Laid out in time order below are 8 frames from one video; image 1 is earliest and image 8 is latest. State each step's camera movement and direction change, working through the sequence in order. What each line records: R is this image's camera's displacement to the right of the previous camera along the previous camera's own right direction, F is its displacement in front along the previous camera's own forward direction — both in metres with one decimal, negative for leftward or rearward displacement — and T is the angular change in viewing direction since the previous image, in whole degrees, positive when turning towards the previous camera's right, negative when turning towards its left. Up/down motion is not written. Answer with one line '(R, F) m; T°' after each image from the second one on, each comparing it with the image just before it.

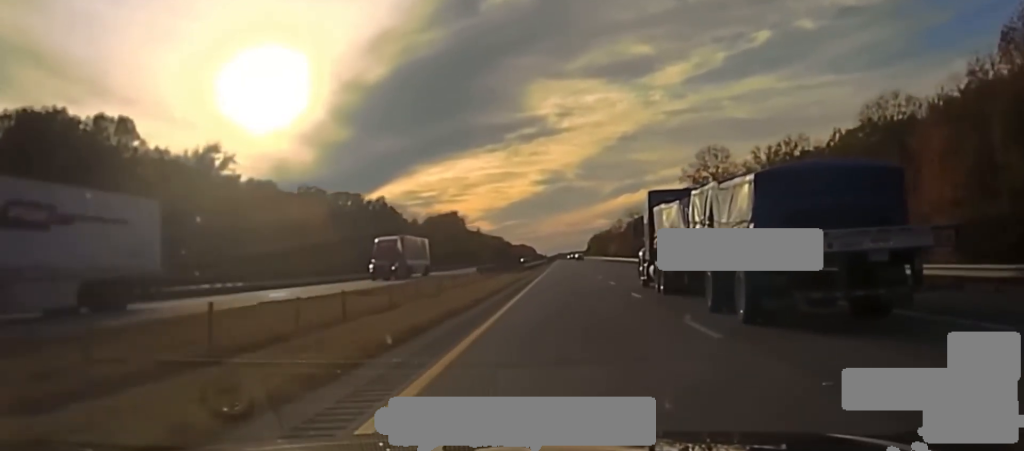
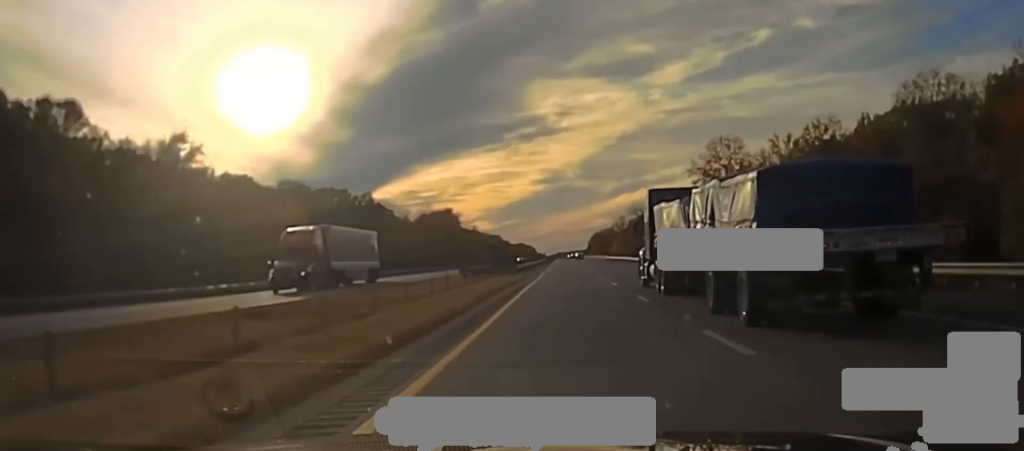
(0.0, +14.7) m; 0°
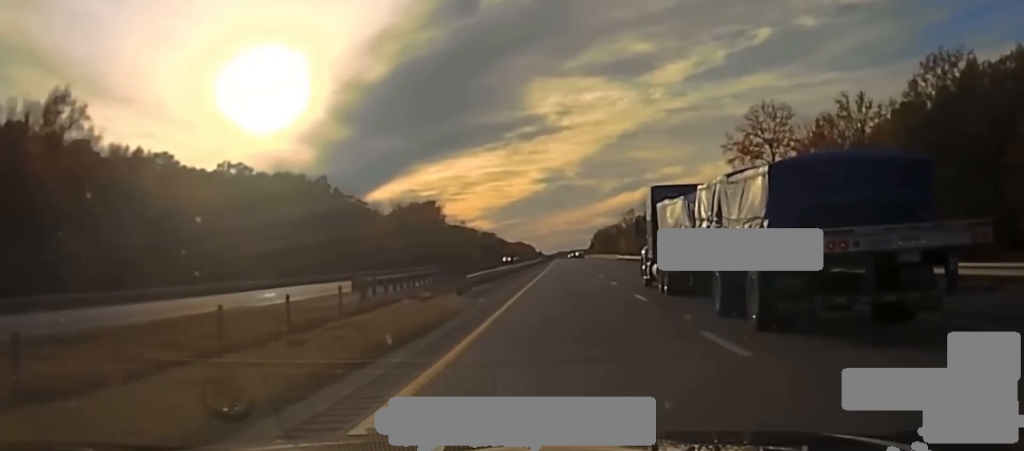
(-0.2, +35.9) m; 0°
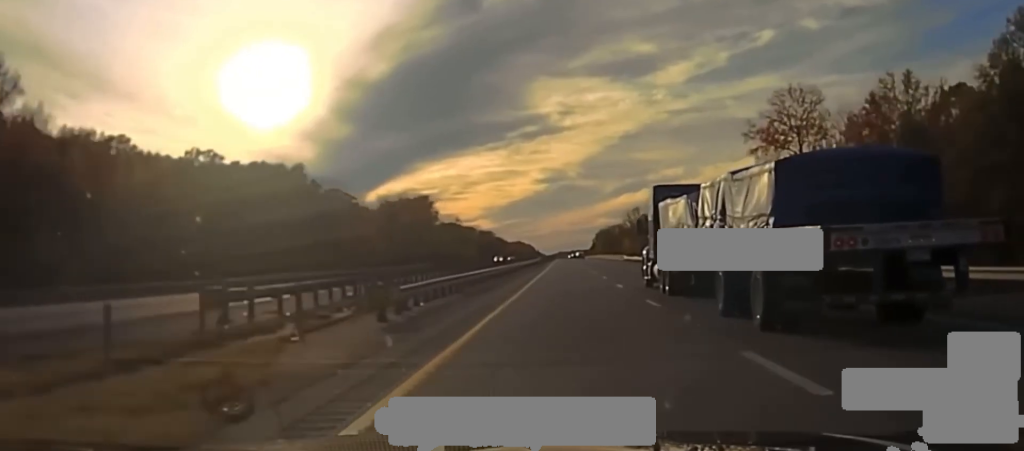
(-0.1, +14.5) m; 0°
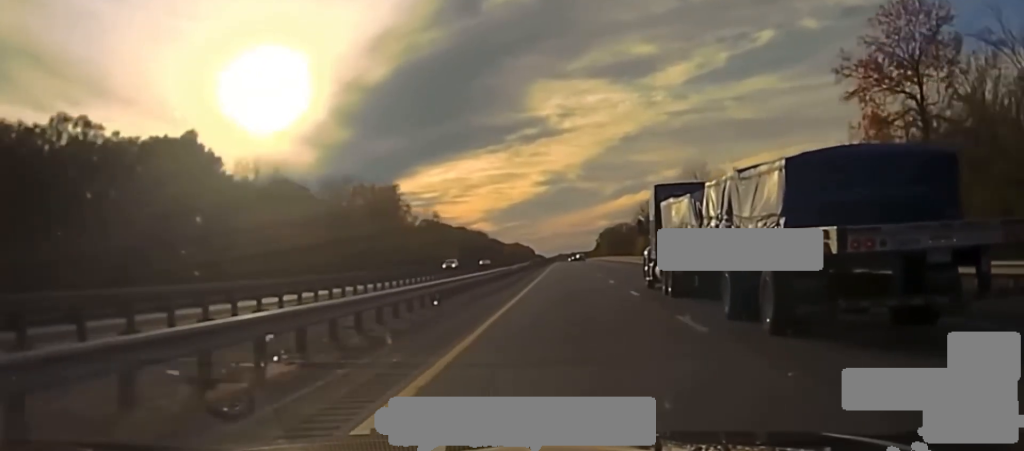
(+0.3, +37.7) m; +1°
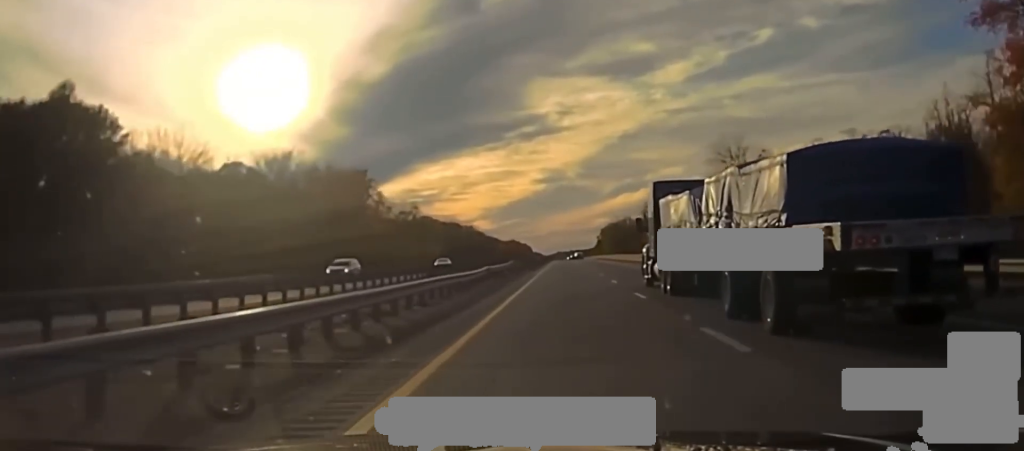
(+0.1, +26.6) m; 0°
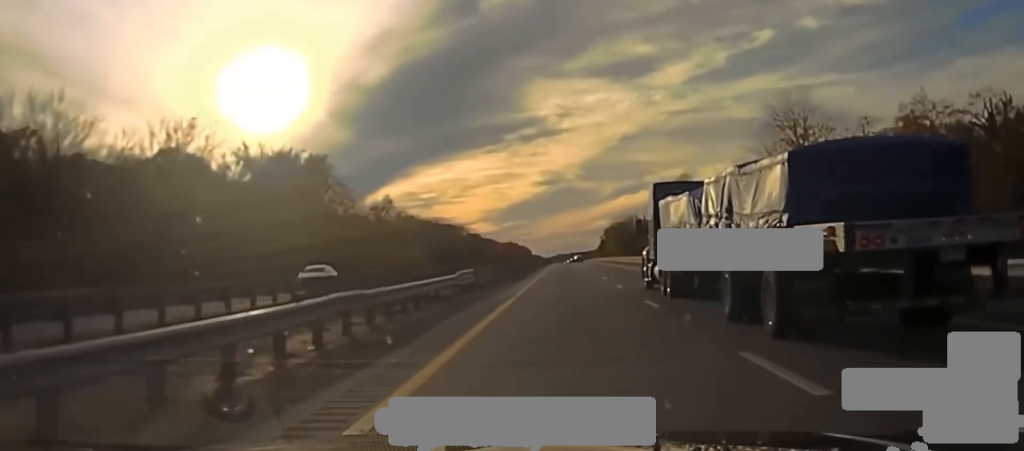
(-0.2, +28.0) m; 0°
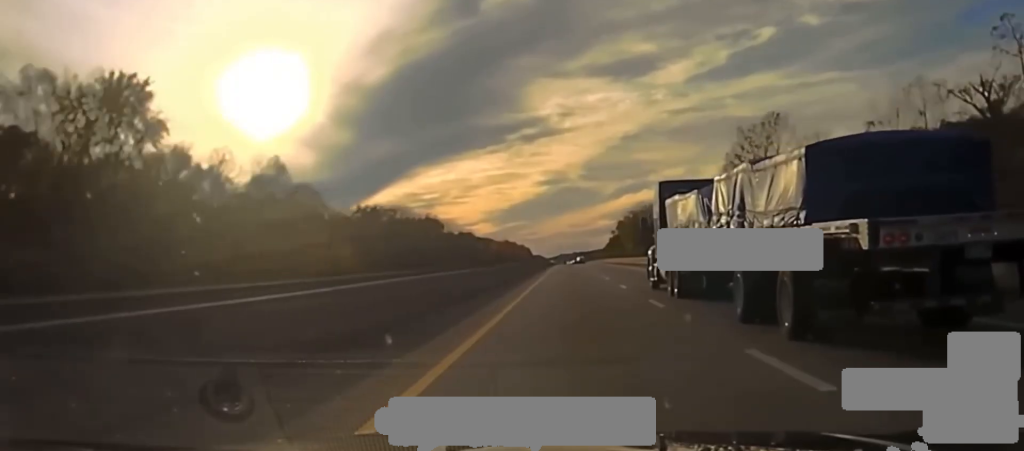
(-0.3, +67.3) m; -1°
